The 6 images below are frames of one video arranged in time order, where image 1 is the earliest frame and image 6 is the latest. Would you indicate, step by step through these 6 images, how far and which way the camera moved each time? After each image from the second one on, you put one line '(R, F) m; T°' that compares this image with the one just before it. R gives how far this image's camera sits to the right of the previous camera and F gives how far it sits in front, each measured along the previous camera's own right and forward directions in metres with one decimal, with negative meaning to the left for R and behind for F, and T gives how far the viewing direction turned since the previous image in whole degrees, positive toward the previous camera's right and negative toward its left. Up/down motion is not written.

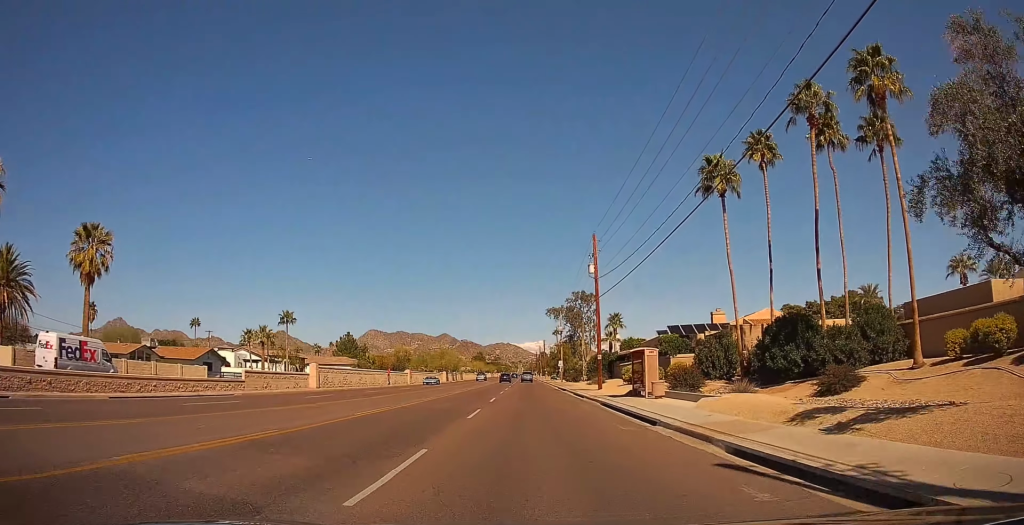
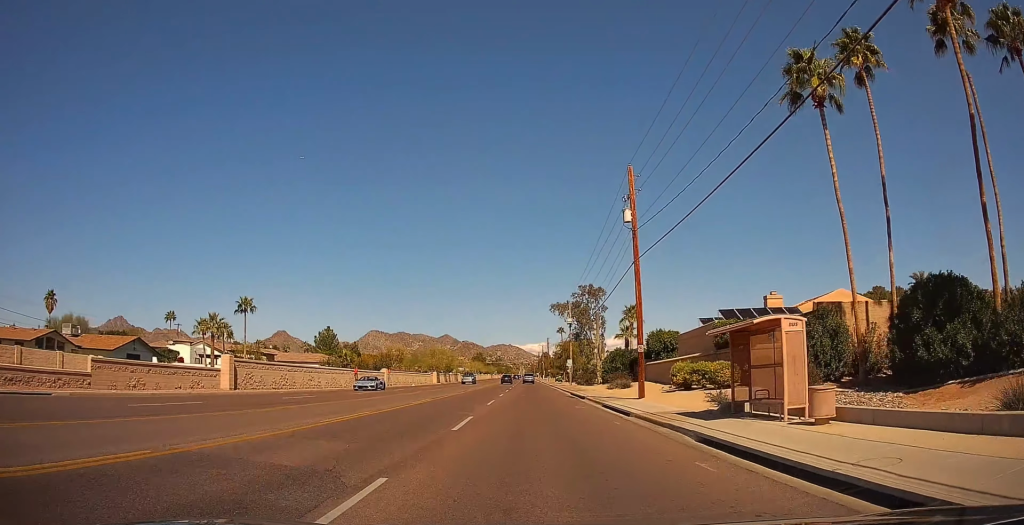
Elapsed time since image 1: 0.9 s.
(+0.3, +15.7) m; +1°
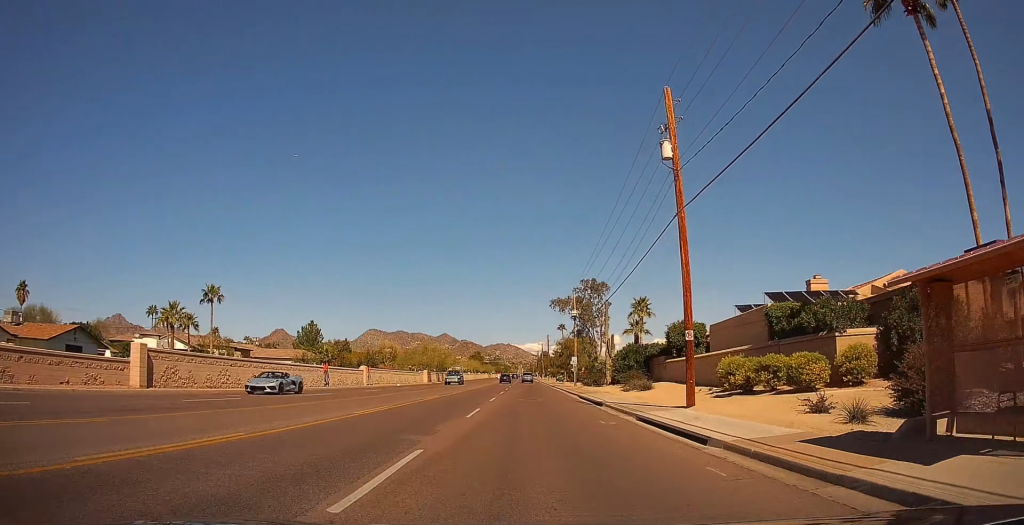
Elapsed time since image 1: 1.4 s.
(0.0, +9.1) m; 0°
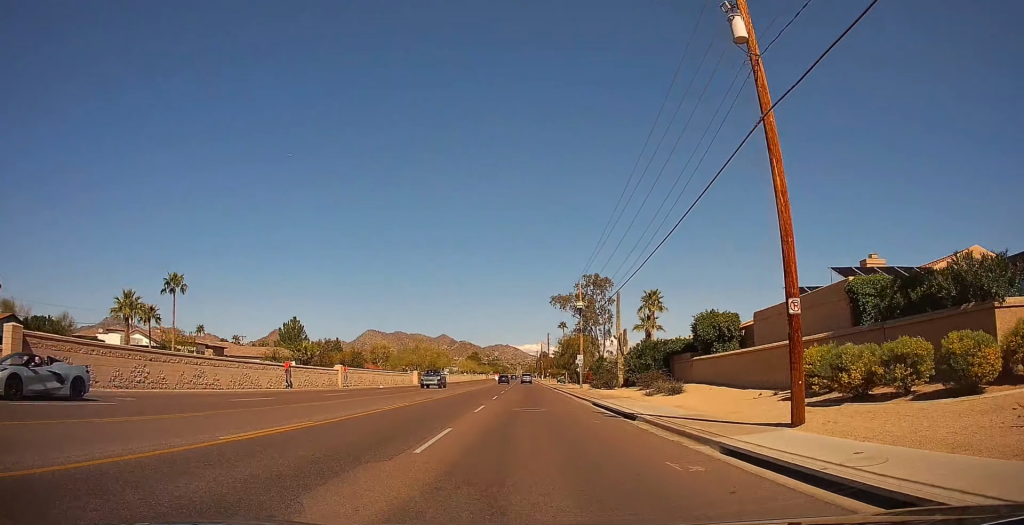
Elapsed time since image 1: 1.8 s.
(+0.1, +8.5) m; -1°
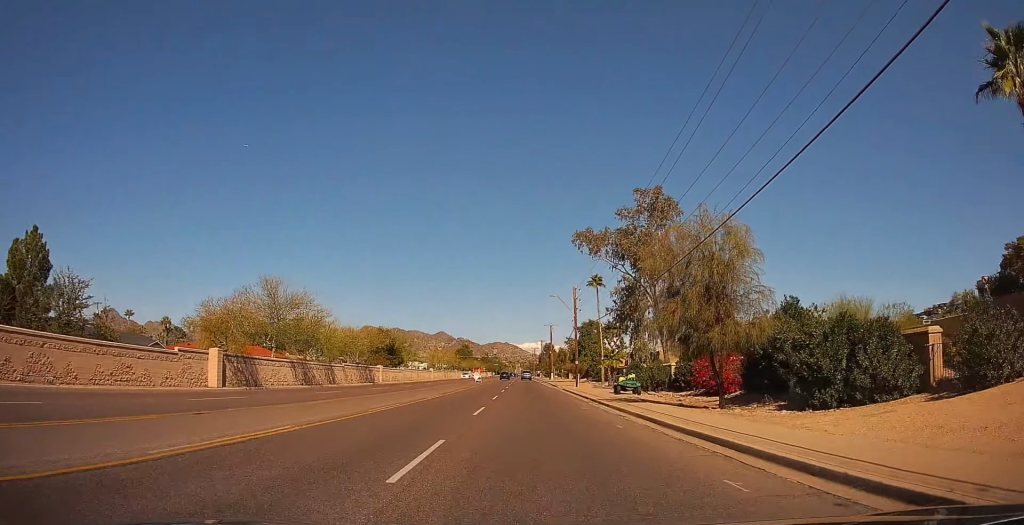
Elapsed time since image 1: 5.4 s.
(0.0, +65.5) m; 0°
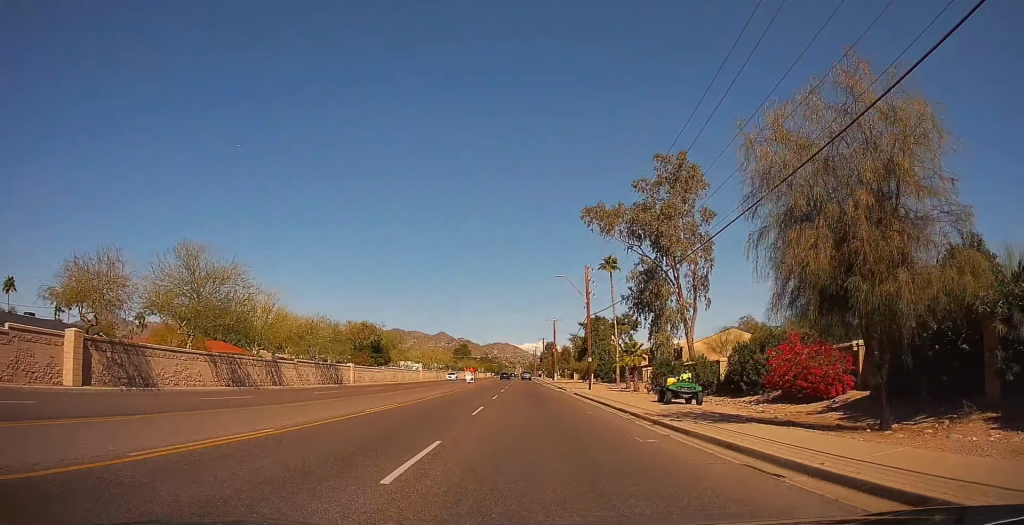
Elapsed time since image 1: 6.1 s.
(-0.2, +12.5) m; 0°
